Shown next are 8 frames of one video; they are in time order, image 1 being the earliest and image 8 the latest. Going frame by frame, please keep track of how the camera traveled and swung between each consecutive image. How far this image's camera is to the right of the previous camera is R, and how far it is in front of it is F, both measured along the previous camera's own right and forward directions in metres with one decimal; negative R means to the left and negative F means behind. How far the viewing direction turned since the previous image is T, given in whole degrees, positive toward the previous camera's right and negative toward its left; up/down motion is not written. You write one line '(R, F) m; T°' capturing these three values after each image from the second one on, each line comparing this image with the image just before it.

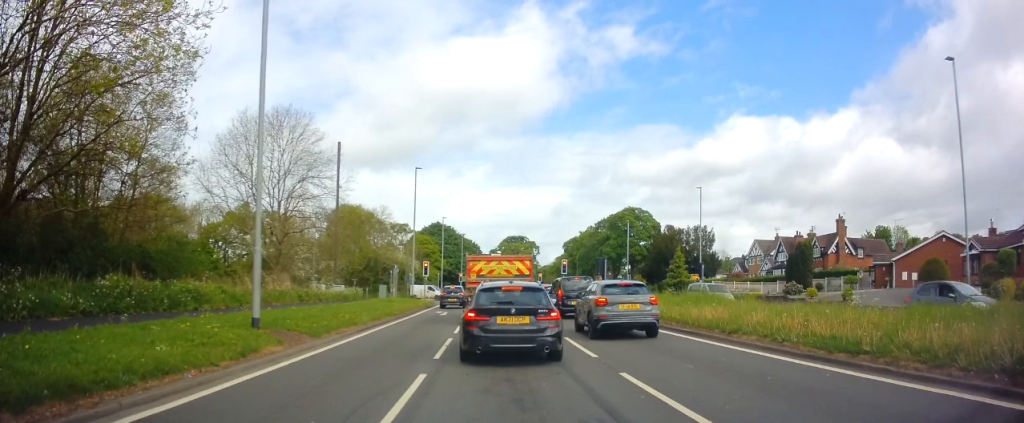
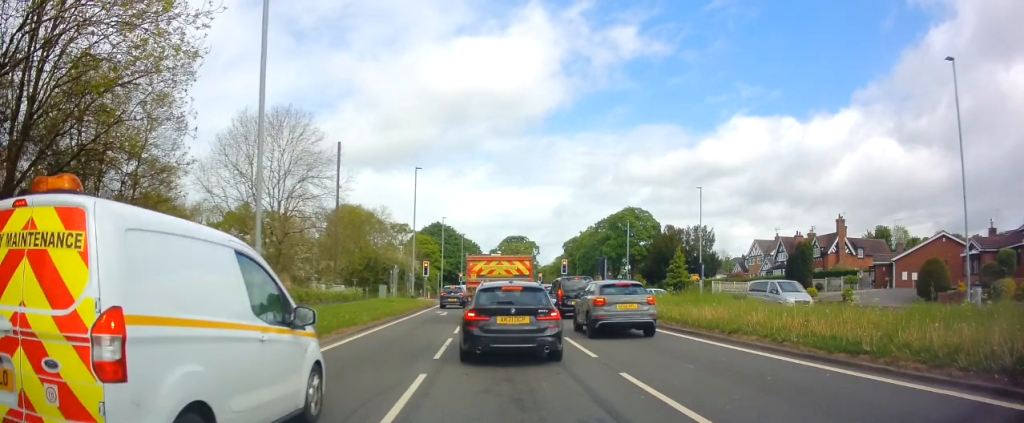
(0.0, 0.0) m; 0°
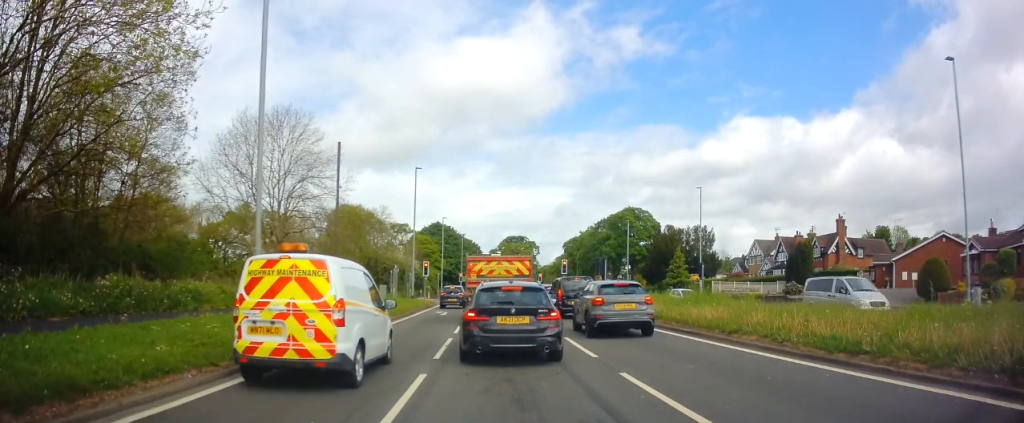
(0.0, 0.0) m; 0°
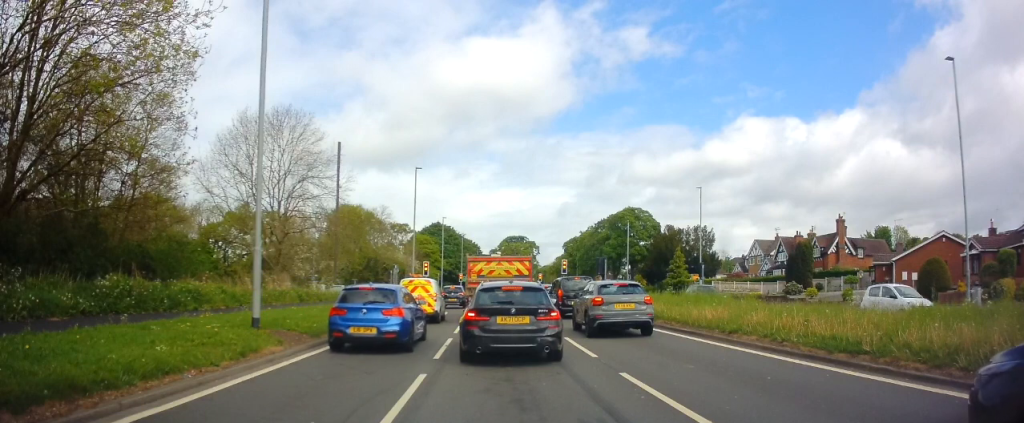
(0.0, 0.0) m; 0°
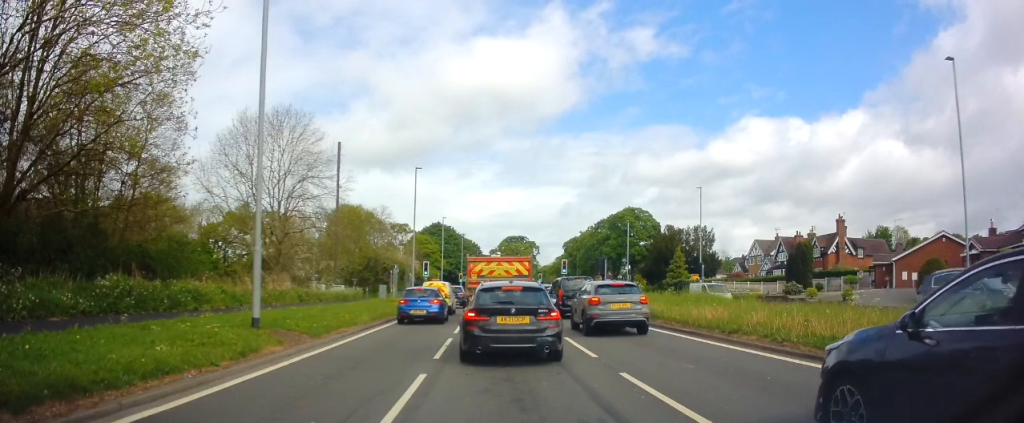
(0.0, 0.0) m; 0°
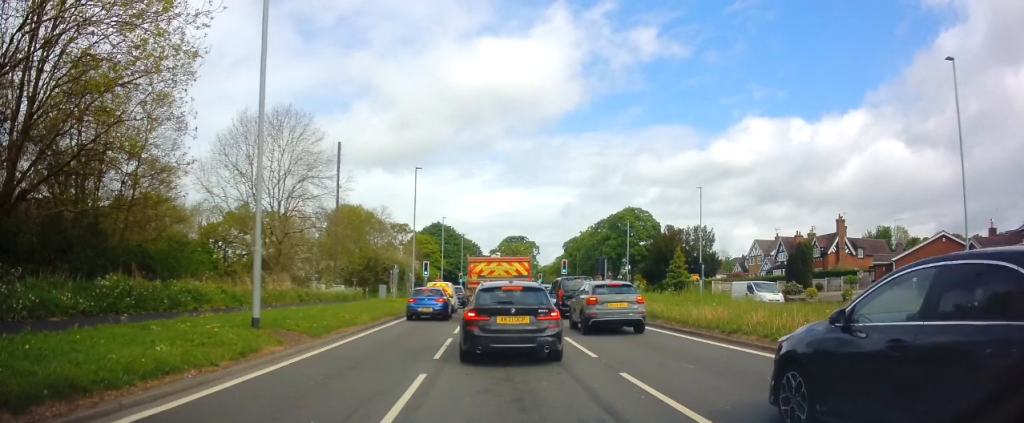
(0.0, 0.0) m; 0°
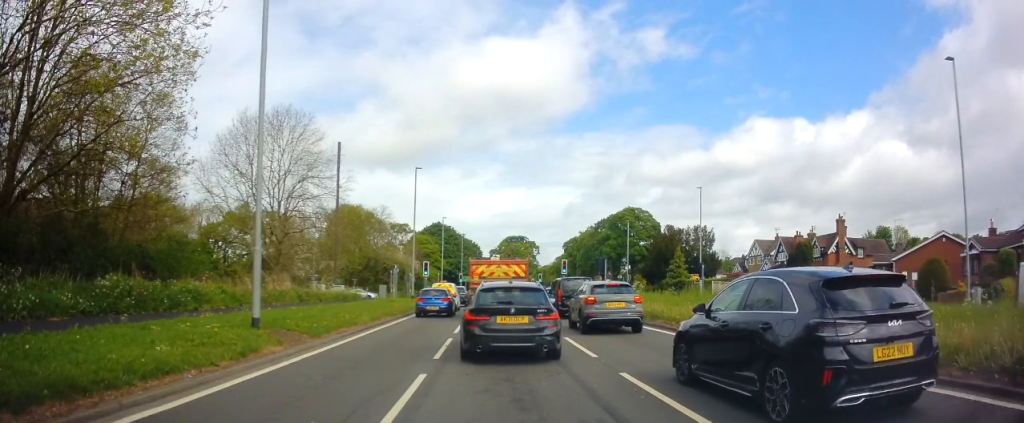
(0.0, 0.0) m; 0°
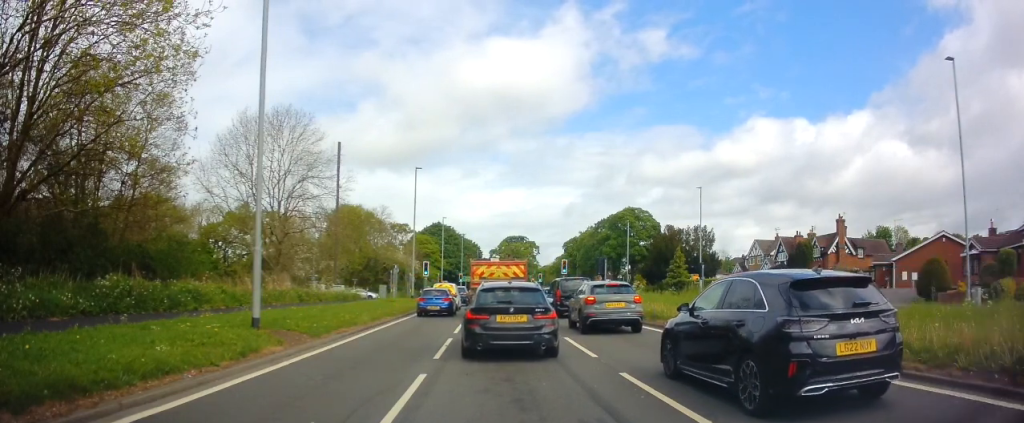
(0.0, 0.0) m; 0°
